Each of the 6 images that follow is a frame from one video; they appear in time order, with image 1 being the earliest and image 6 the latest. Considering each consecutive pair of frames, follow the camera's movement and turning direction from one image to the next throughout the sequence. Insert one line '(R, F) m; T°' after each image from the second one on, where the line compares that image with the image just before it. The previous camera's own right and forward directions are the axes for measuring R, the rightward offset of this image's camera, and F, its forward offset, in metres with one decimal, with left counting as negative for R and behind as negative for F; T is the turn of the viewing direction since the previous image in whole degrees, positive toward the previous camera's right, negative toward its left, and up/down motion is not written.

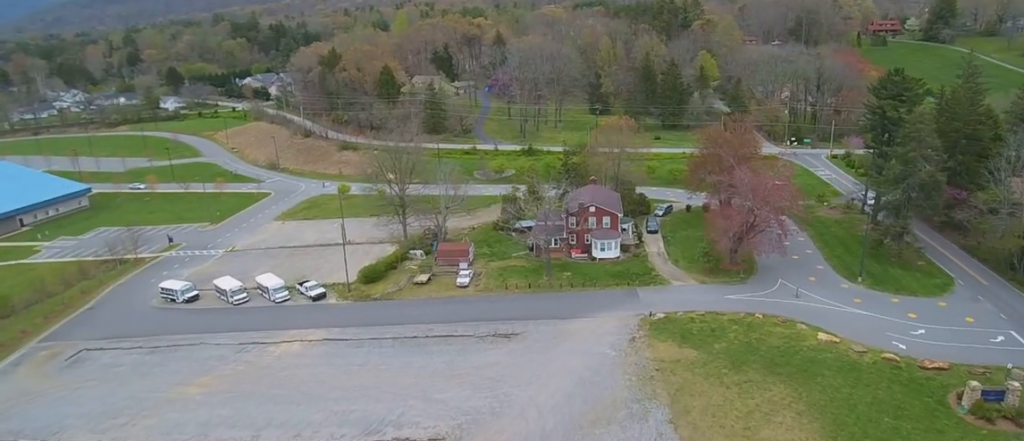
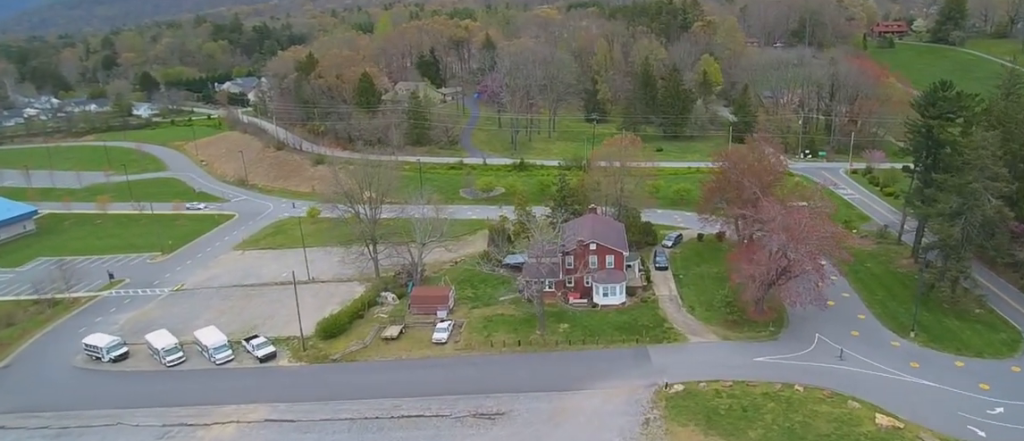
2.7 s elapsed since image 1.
(+0.2, +15.2) m; +2°
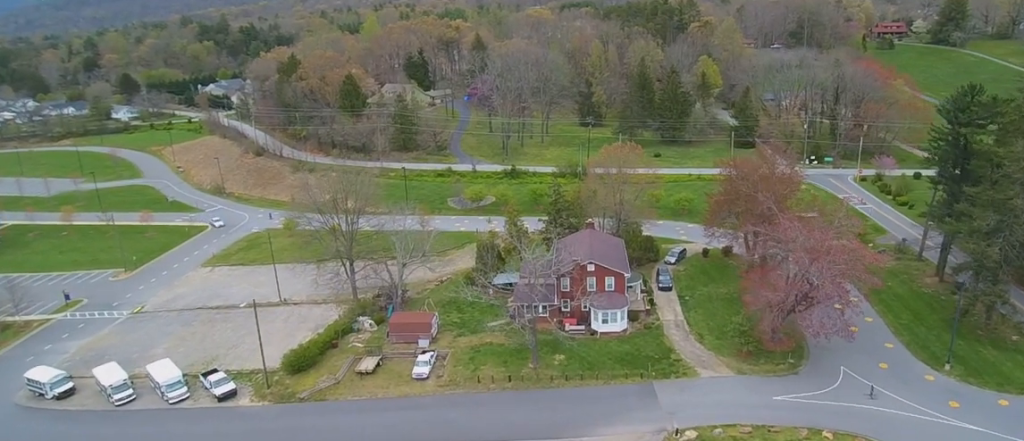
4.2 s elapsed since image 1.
(-0.2, +8.2) m; -5°
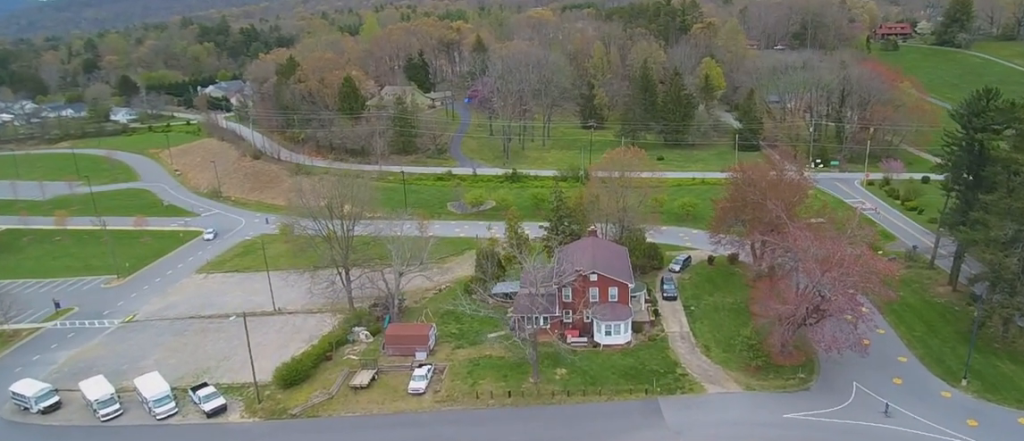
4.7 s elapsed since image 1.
(0.0, +2.7) m; -1°
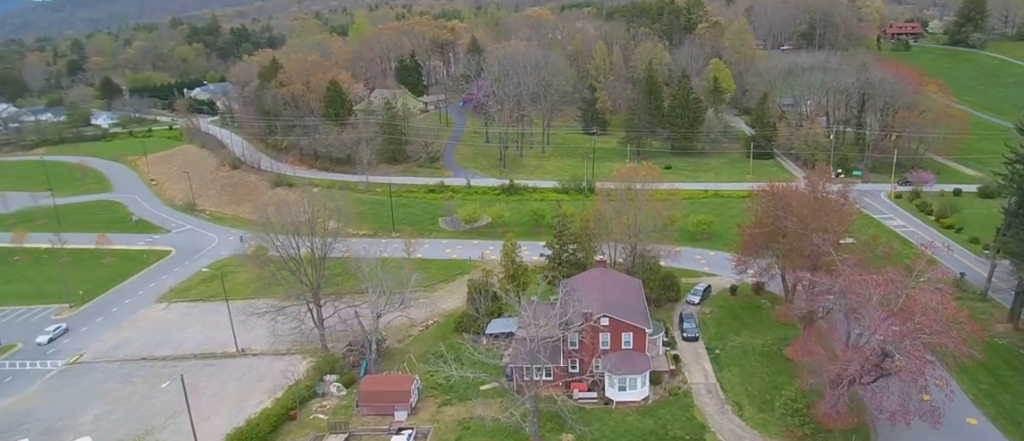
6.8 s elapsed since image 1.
(+0.2, +11.4) m; +5°
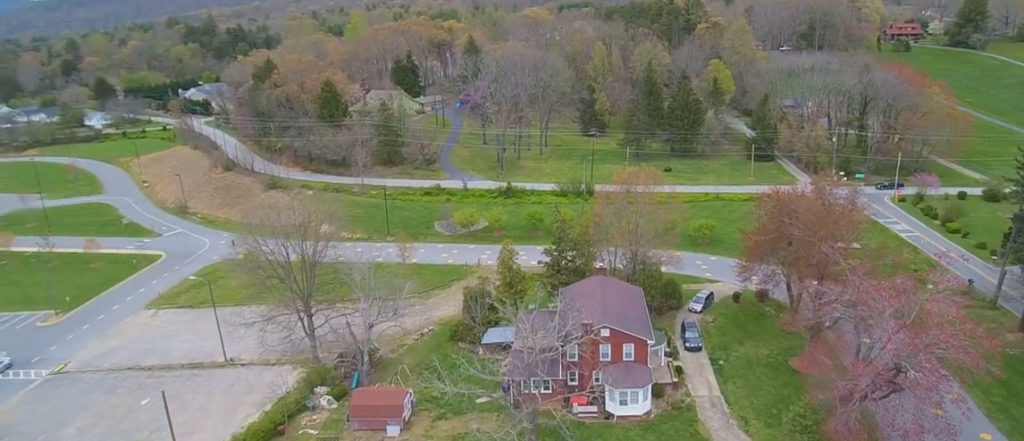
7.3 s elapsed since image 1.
(0.0, +2.1) m; 0°
